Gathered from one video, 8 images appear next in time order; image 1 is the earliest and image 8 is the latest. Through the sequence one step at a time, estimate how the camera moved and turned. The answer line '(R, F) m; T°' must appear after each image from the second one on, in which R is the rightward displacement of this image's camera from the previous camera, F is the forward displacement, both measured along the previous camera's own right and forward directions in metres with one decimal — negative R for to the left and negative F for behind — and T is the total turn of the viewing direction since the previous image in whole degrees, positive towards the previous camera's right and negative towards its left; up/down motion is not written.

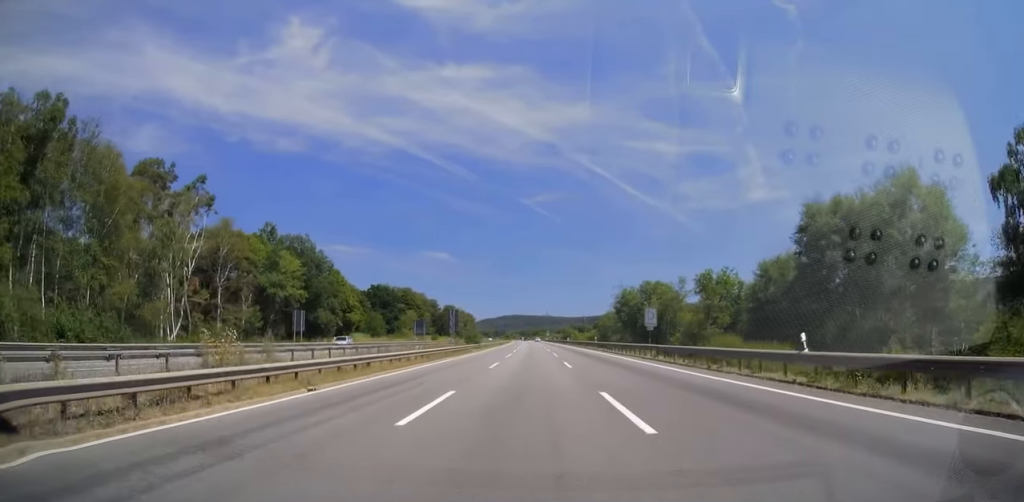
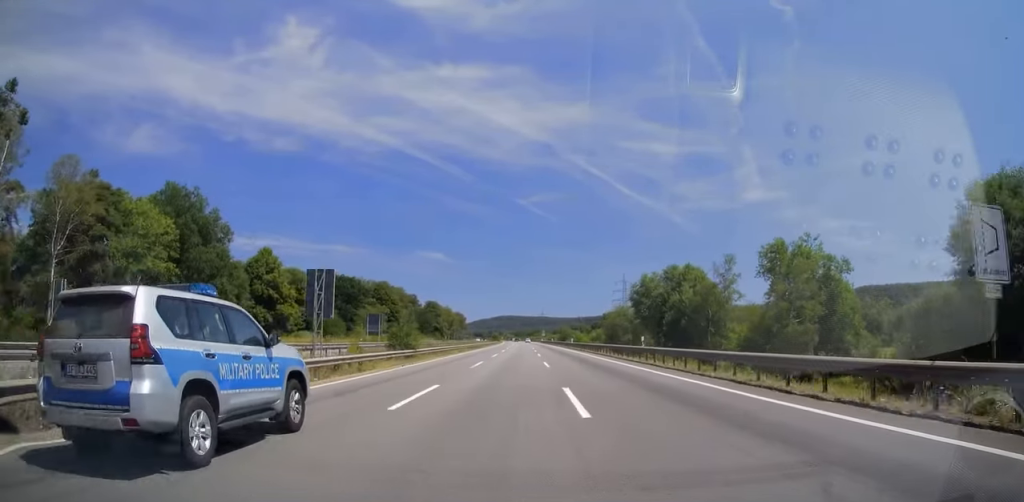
(-0.4, +34.0) m; 0°
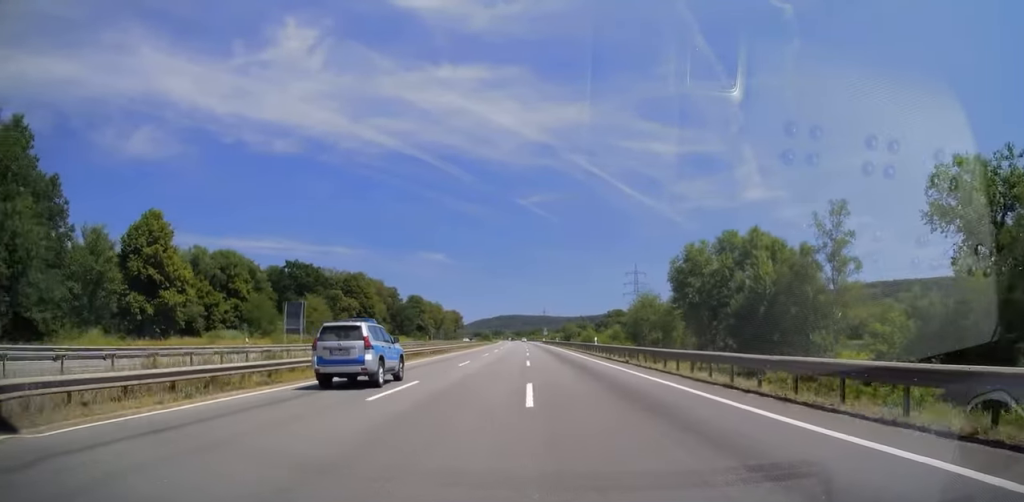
(+0.3, +34.5) m; +1°
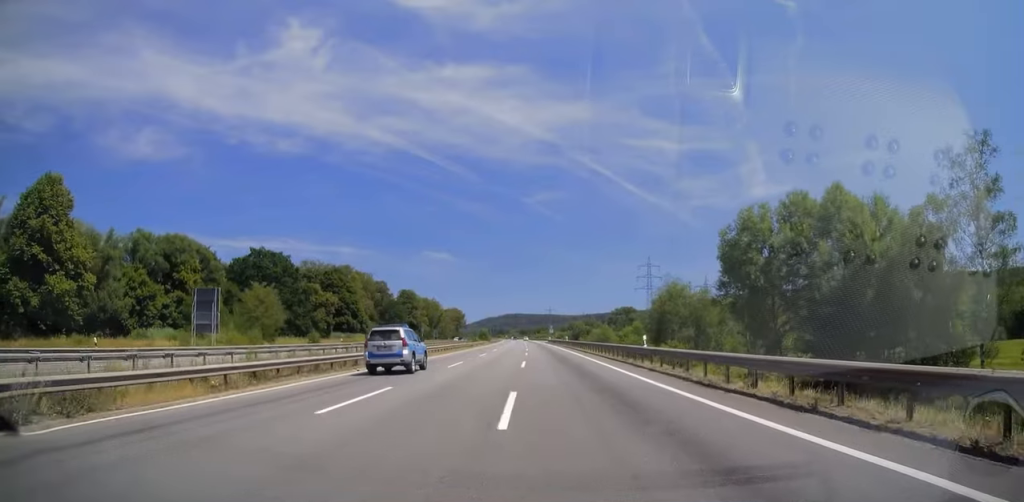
(0.0, +20.7) m; 0°
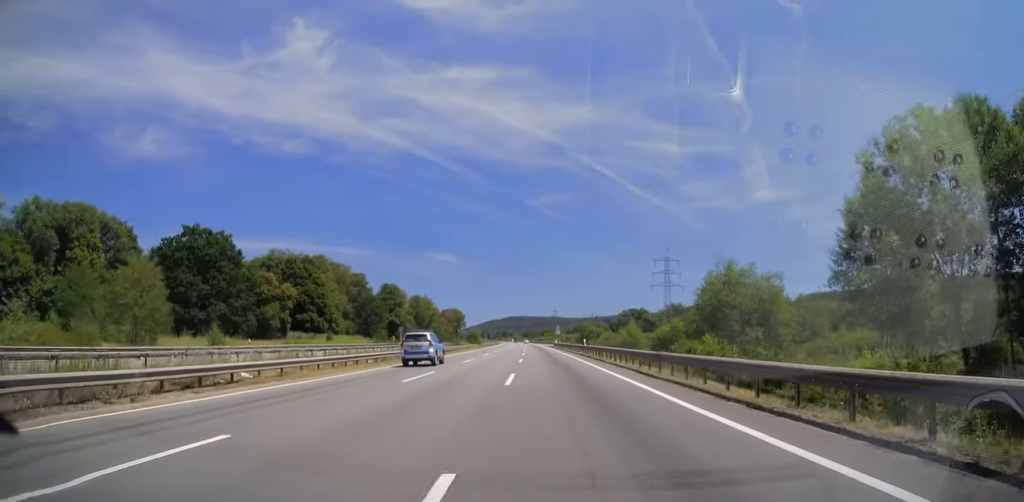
(0.0, +27.1) m; 0°
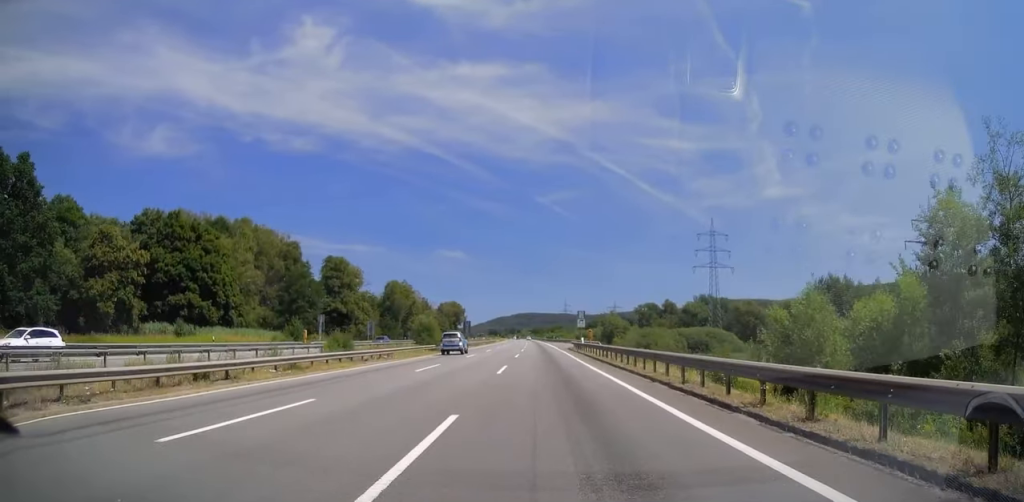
(-0.6, +49.8) m; -1°
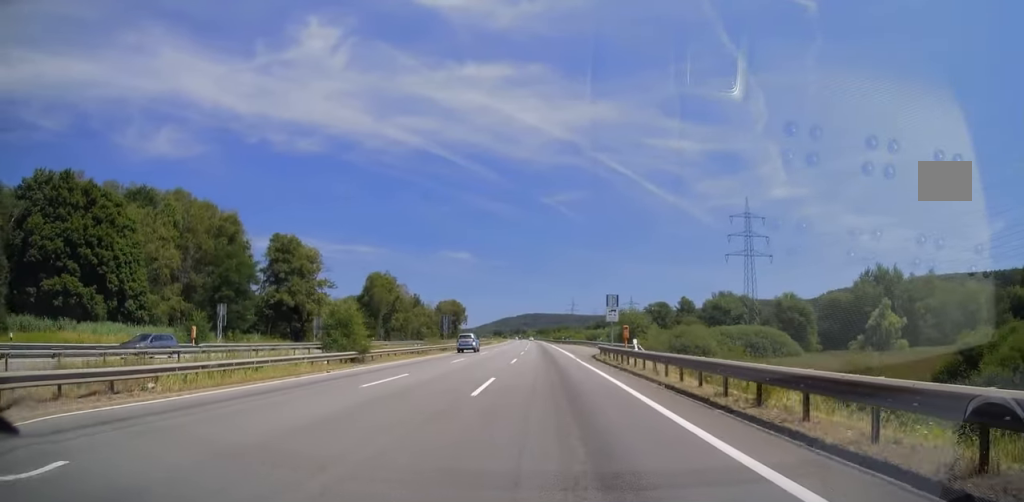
(-0.1, +26.2) m; 0°
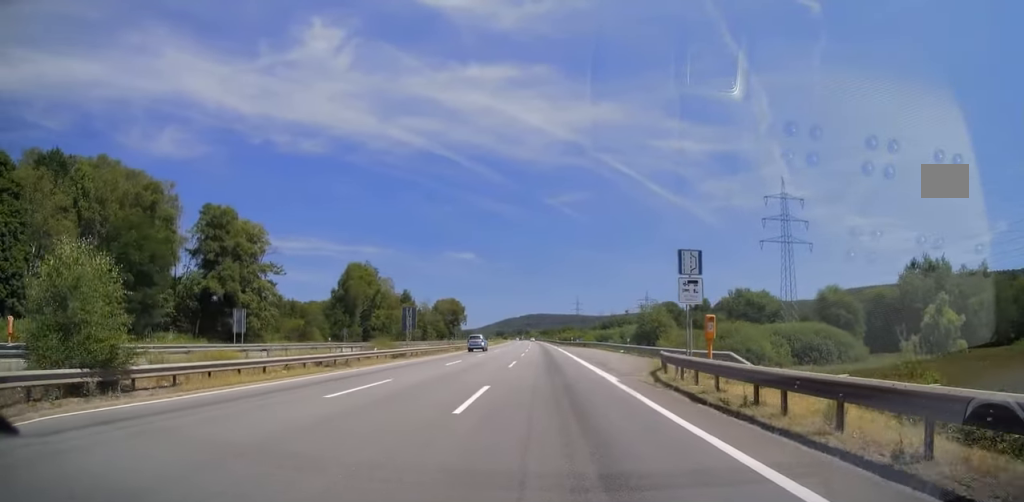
(0.0, +21.2) m; -1°
